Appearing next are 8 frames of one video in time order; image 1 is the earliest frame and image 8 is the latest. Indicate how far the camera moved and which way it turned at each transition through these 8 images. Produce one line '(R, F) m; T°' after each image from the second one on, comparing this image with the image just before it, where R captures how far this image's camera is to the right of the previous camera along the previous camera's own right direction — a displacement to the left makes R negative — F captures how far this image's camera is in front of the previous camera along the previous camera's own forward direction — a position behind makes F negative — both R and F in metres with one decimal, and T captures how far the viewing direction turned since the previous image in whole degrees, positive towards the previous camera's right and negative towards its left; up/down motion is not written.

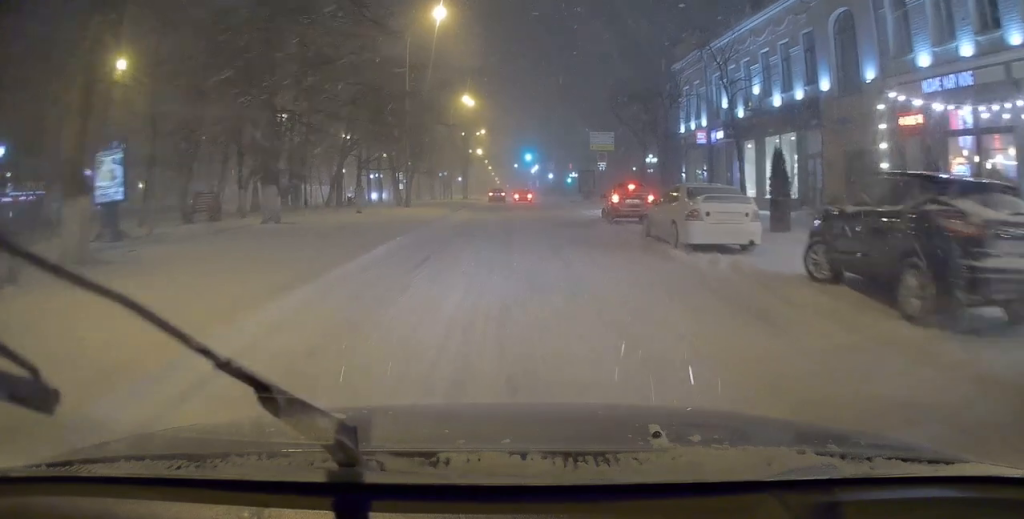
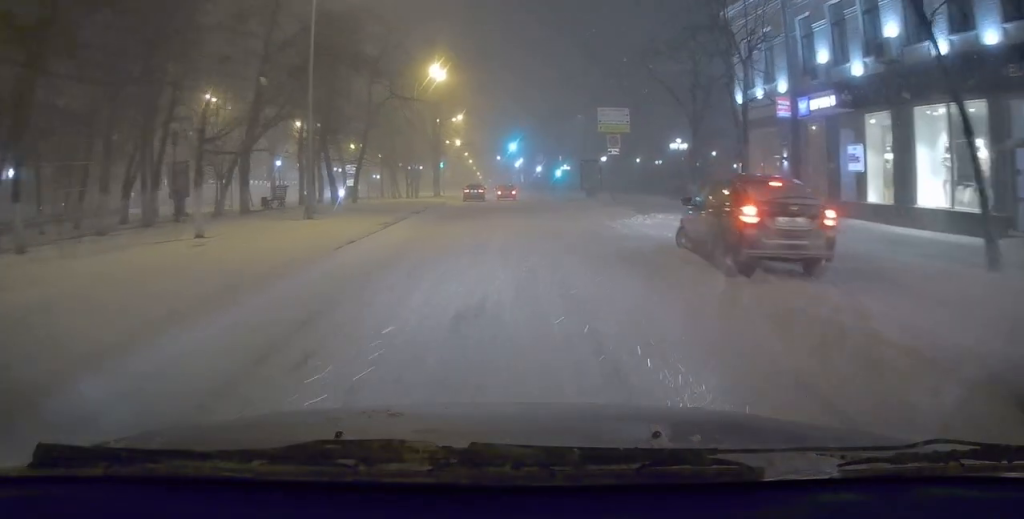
(-0.2, +13.0) m; 0°
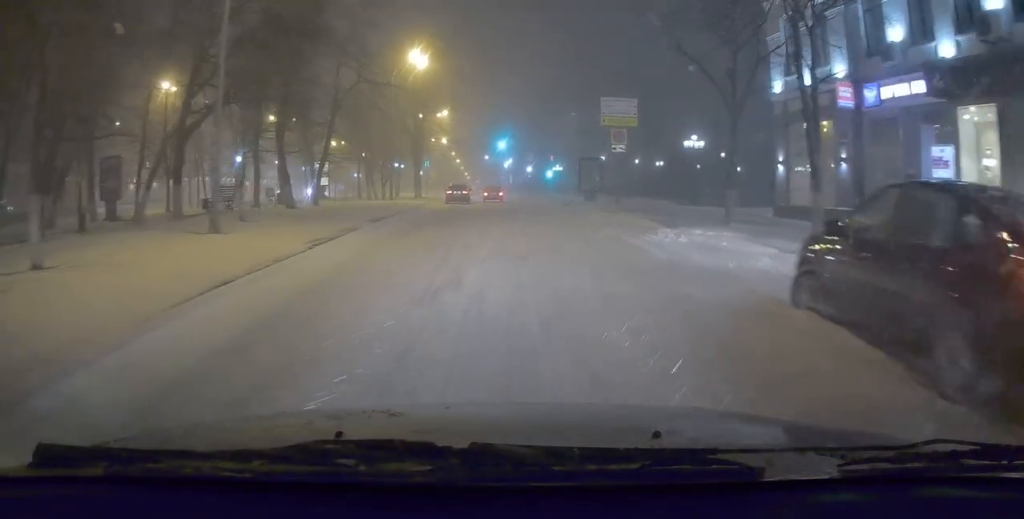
(+0.1, +5.3) m; +1°
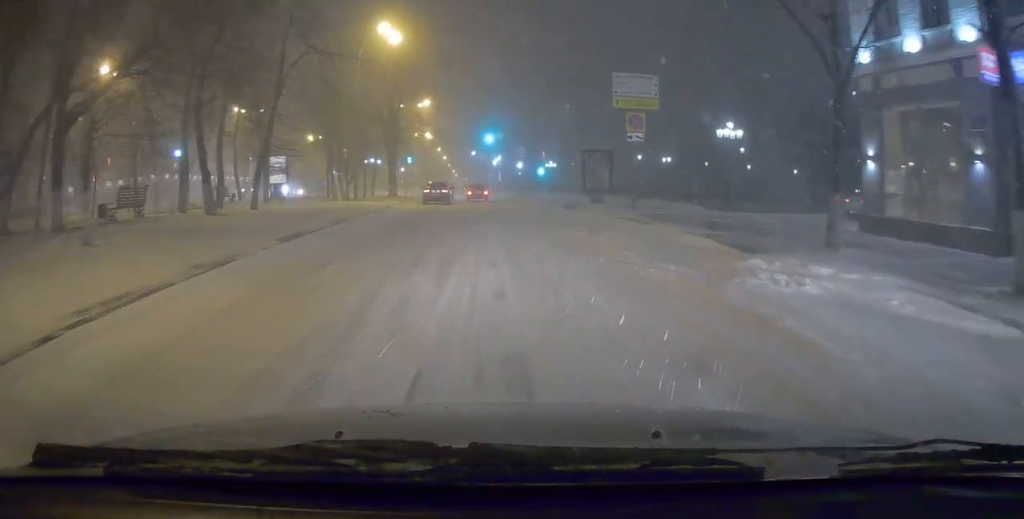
(0.0, +6.9) m; +2°
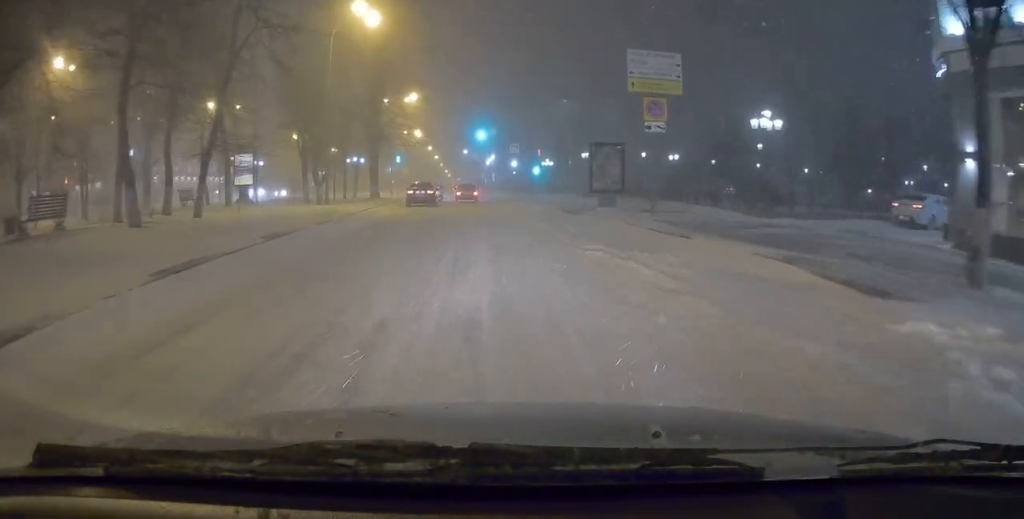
(0.0, +4.5) m; +2°
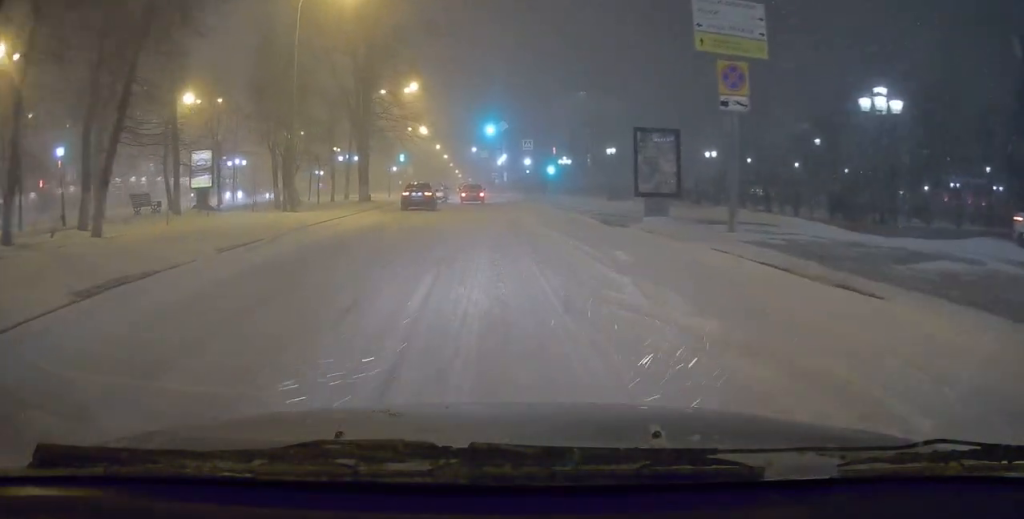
(+0.4, +6.6) m; +2°
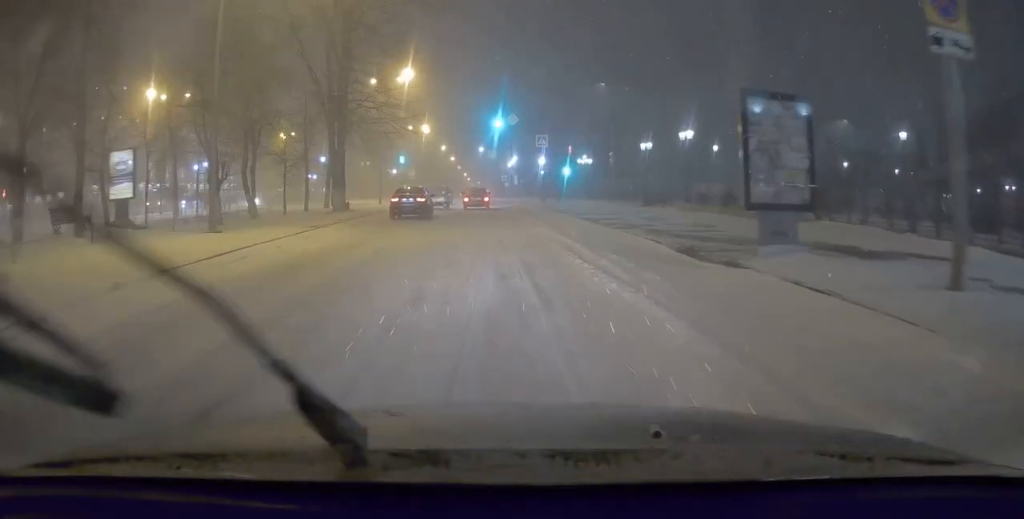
(-0.2, +7.6) m; -3°
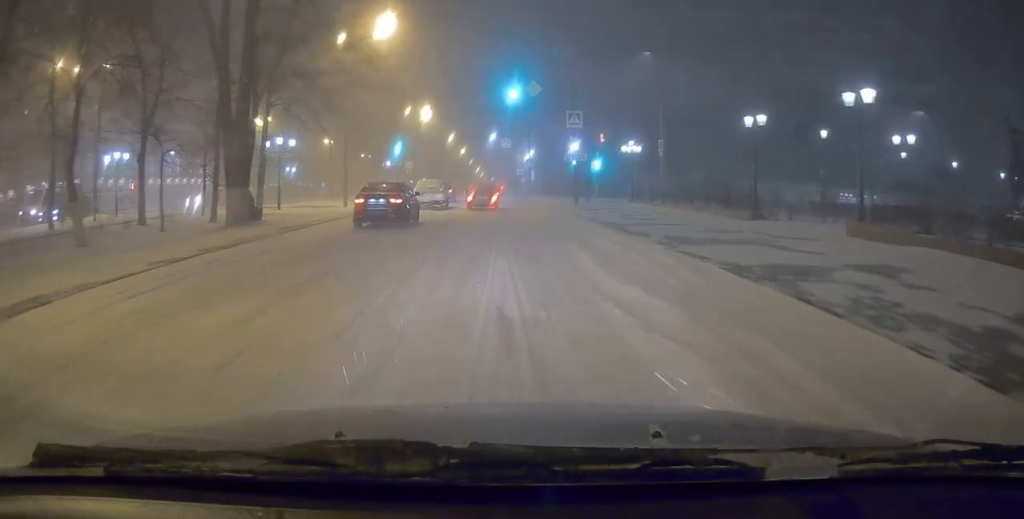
(-0.2, +12.4) m; -1°
